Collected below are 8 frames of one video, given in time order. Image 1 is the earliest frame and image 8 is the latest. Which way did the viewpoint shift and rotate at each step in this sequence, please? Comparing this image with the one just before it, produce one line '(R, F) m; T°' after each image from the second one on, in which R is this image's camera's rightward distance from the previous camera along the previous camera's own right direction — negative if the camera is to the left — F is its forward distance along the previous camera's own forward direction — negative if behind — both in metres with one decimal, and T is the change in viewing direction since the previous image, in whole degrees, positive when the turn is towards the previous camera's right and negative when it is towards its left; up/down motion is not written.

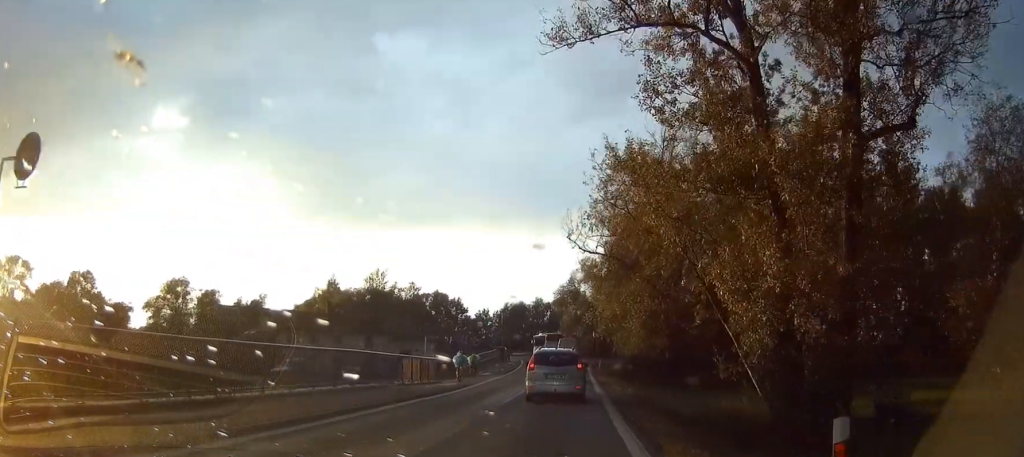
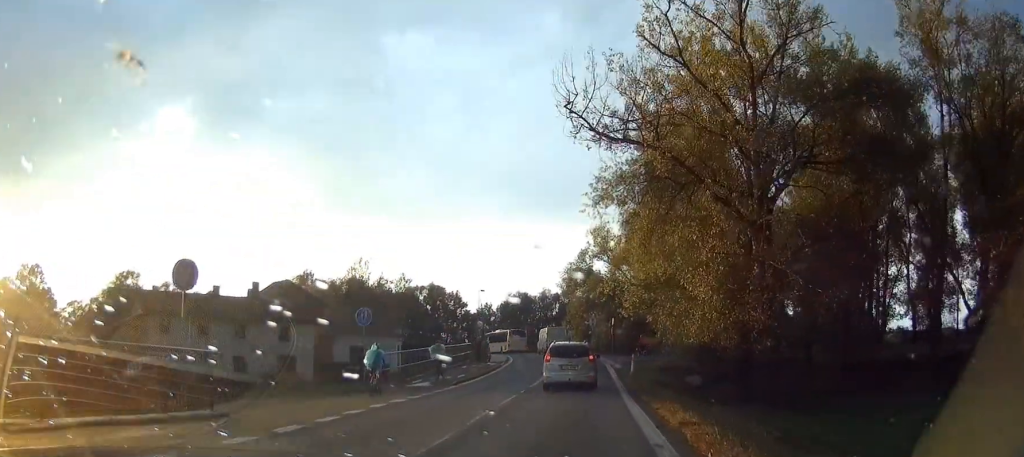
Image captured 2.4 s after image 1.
(0.0, +27.7) m; 0°
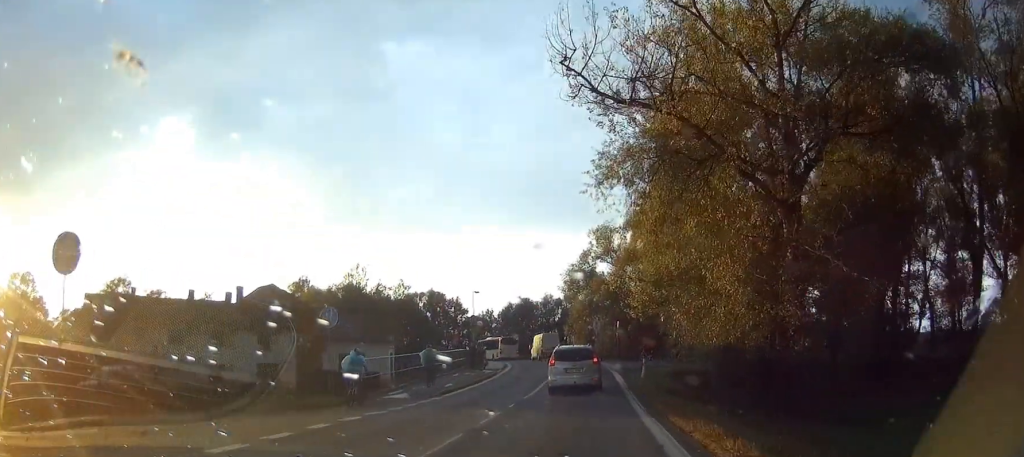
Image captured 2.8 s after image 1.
(0.0, +4.5) m; 0°
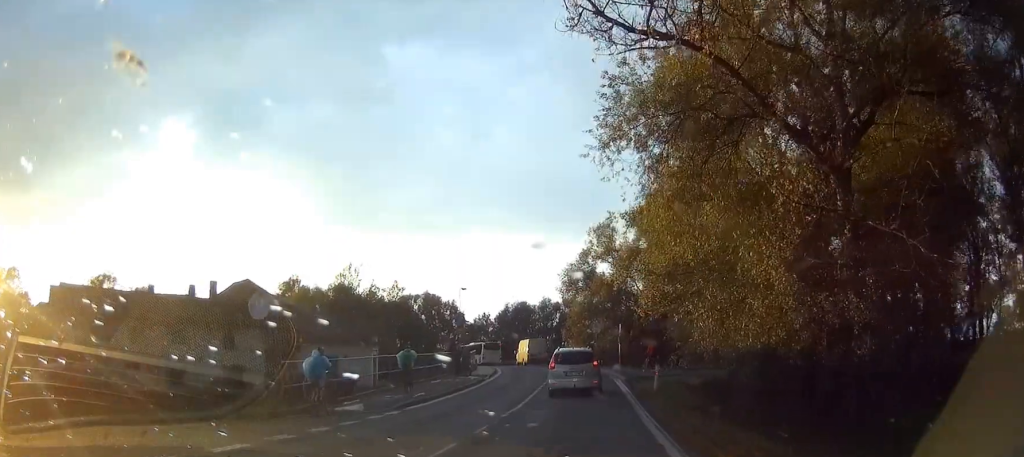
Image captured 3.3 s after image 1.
(0.0, +5.6) m; 0°
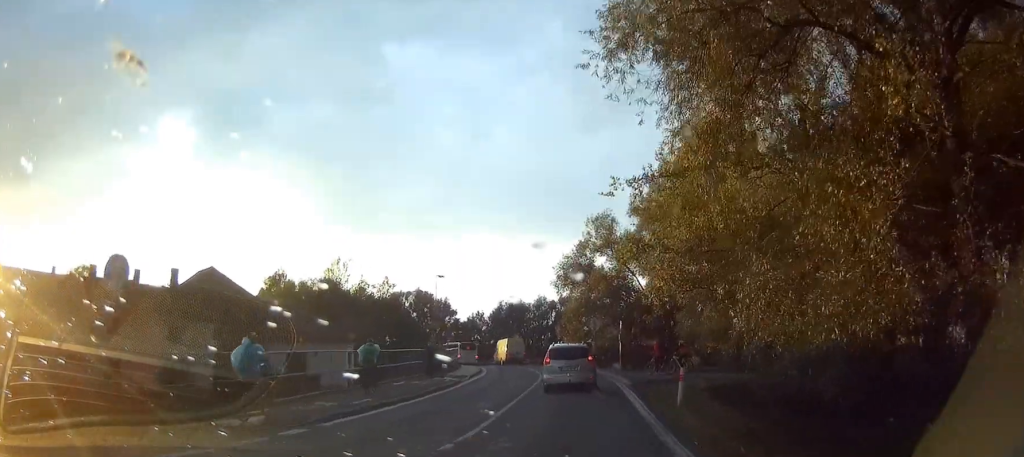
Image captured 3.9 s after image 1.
(0.0, +6.7) m; 0°
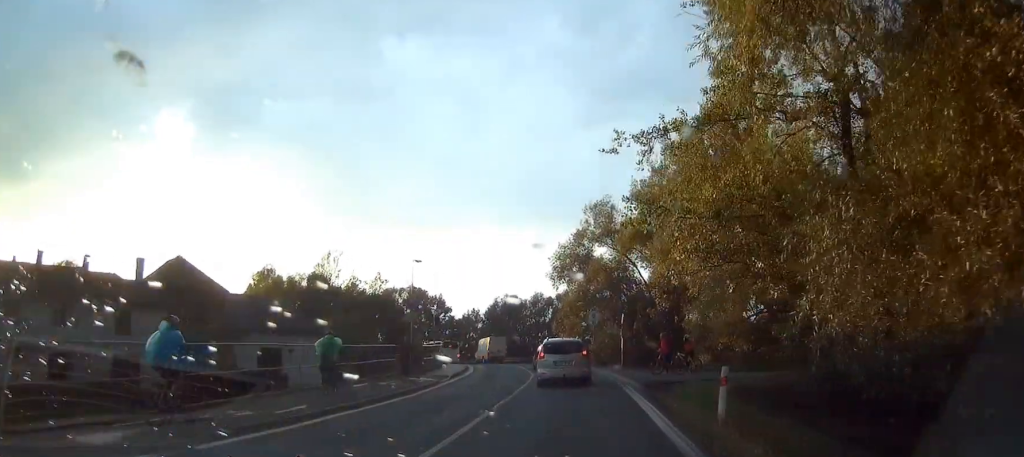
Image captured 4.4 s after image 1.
(0.0, +5.2) m; 0°
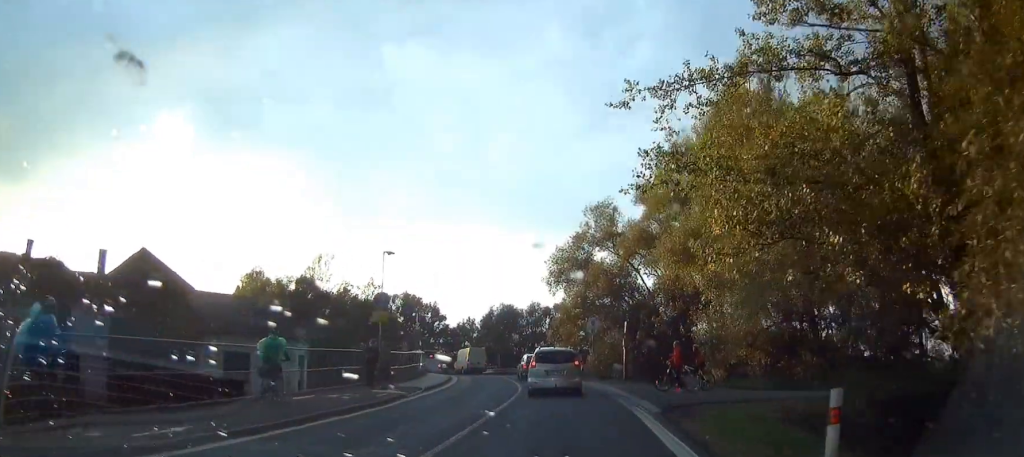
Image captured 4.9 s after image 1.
(0.0, +5.2) m; 0°
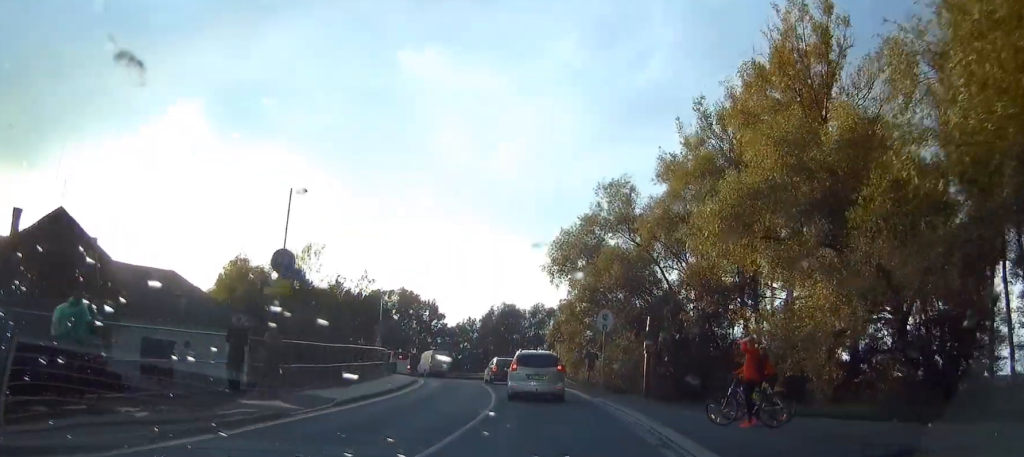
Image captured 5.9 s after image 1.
(-0.1, +11.2) m; 0°
